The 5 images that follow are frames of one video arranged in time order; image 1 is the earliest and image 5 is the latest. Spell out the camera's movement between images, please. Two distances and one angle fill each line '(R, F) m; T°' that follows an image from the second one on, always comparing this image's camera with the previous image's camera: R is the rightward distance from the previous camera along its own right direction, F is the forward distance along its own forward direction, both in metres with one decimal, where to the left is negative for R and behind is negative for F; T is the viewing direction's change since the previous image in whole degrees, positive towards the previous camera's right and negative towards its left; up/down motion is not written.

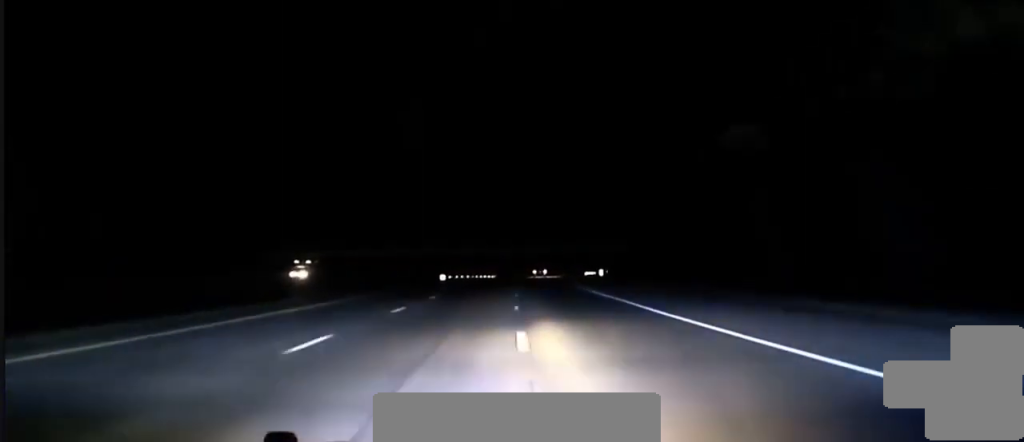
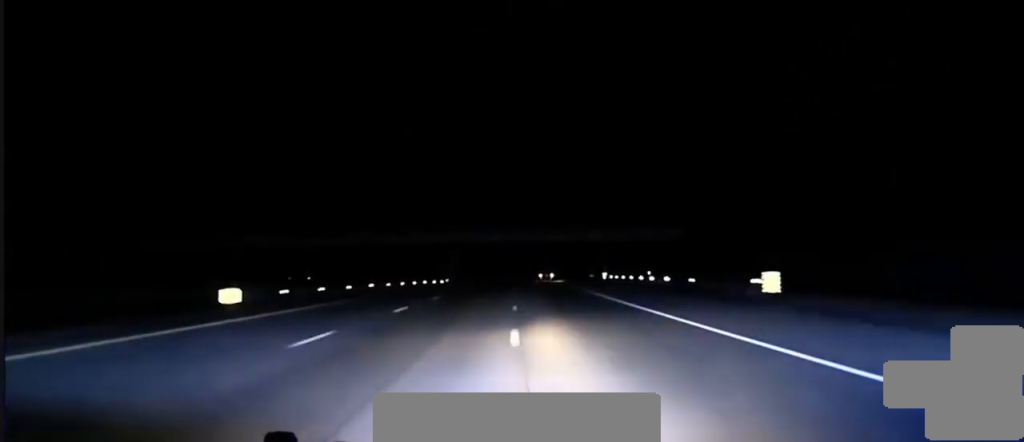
(+1.4, +77.7) m; +2°
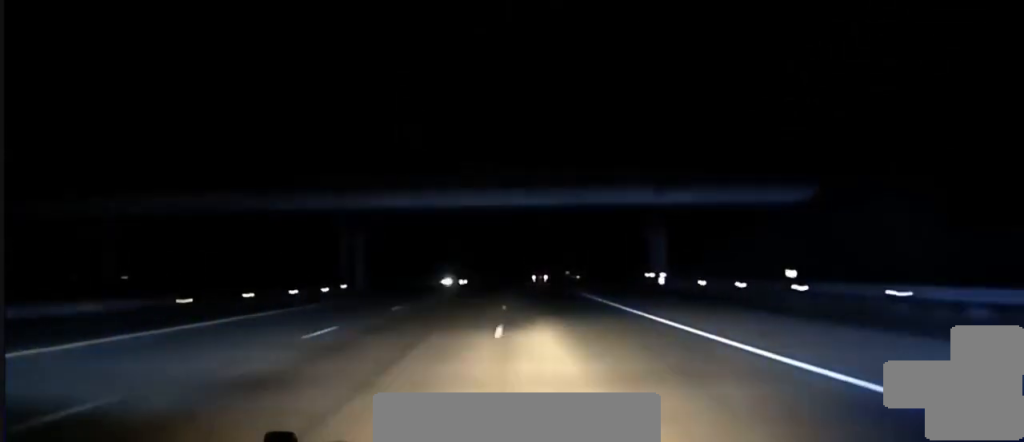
(+0.7, +52.0) m; +2°
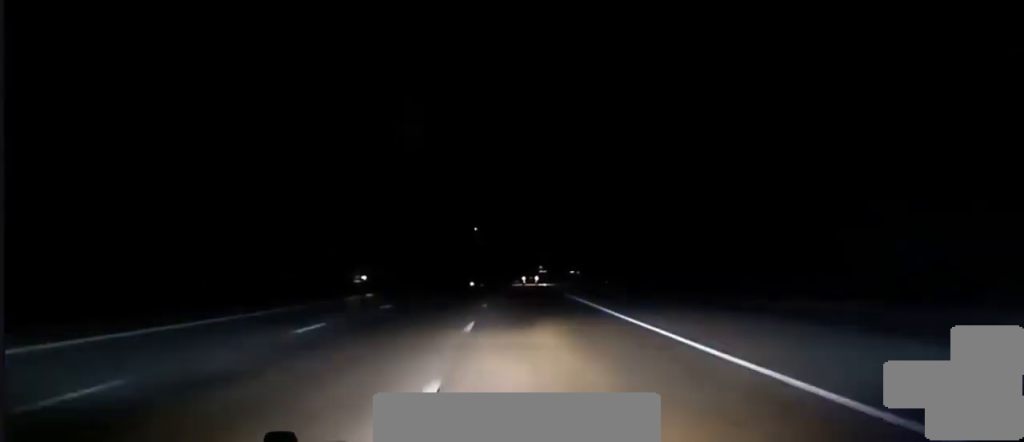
(+1.0, +58.8) m; +2°
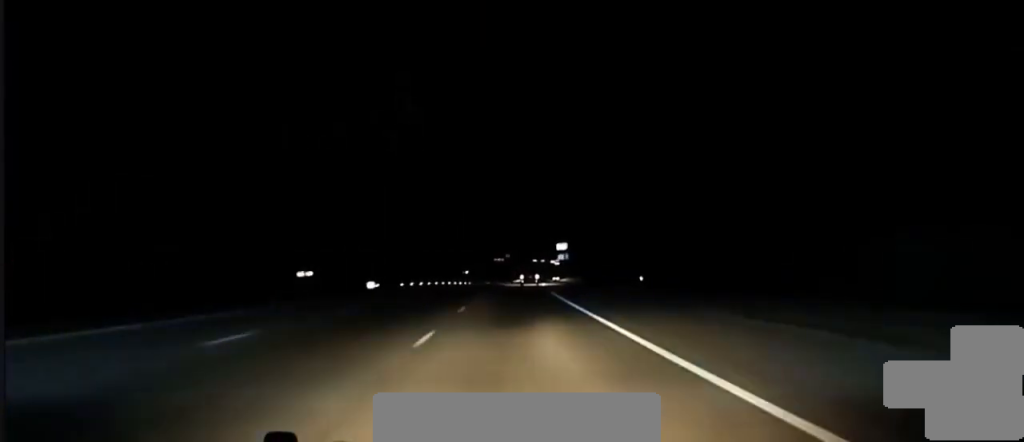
(+2.1, +112.2) m; +2°
